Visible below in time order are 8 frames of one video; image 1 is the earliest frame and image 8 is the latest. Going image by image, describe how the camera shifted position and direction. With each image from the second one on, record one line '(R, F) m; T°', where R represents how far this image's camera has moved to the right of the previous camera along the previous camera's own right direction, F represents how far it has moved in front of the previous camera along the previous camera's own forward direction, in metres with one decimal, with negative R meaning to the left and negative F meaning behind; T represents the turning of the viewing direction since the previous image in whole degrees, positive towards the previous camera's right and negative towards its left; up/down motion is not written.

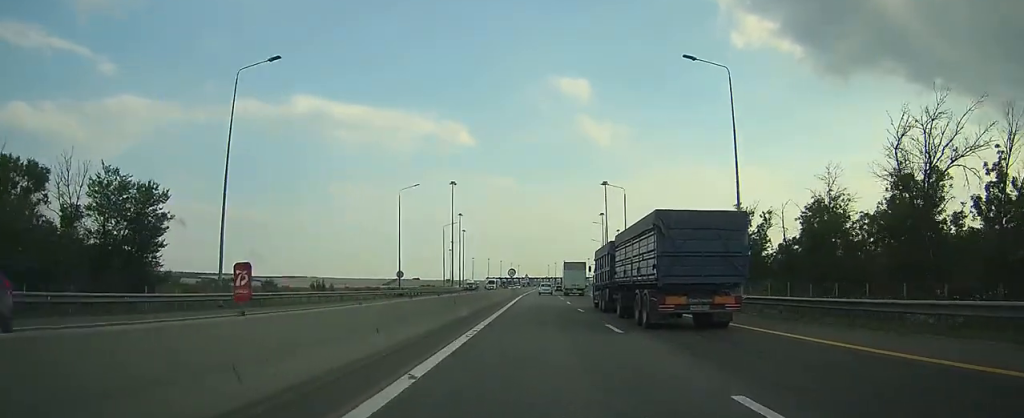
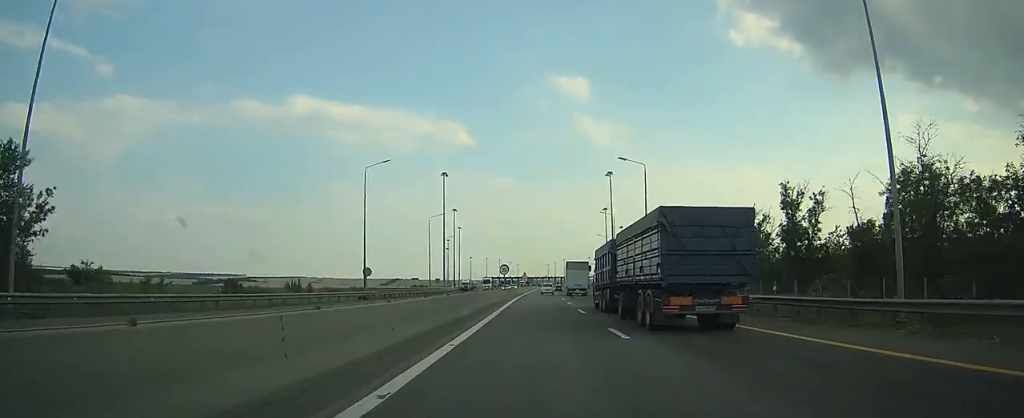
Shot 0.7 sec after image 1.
(0.0, +13.8) m; 0°
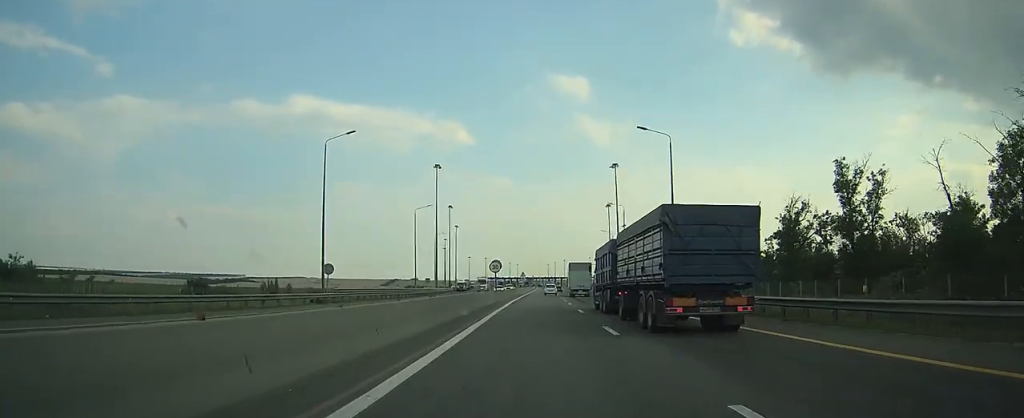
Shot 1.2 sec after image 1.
(0.0, +11.0) m; 0°
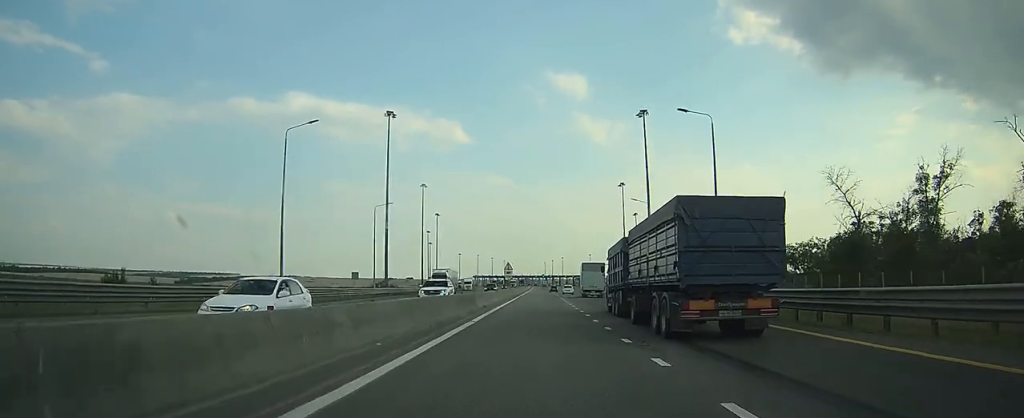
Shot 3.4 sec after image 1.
(+0.2, +44.0) m; +1°
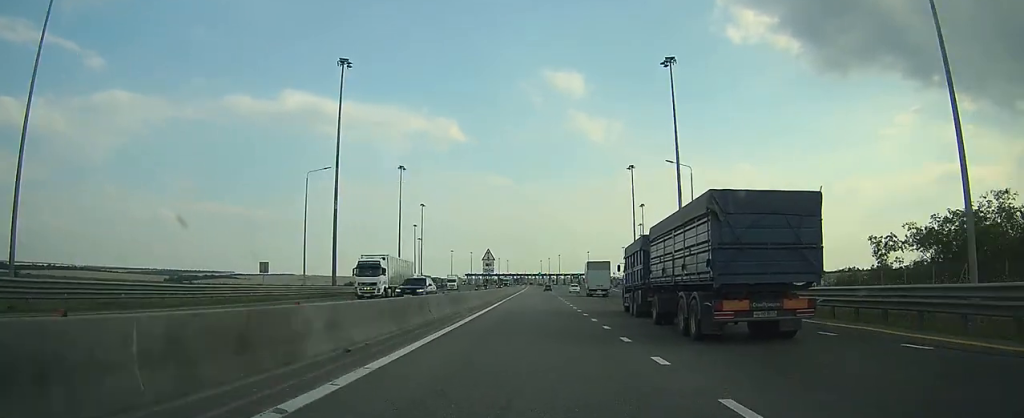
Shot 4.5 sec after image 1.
(0.0, +23.6) m; 0°
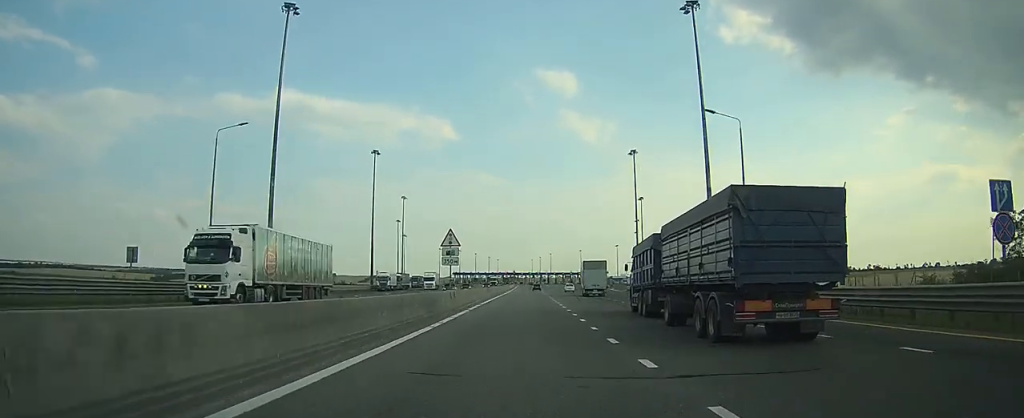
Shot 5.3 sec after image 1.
(0.0, +16.2) m; 0°
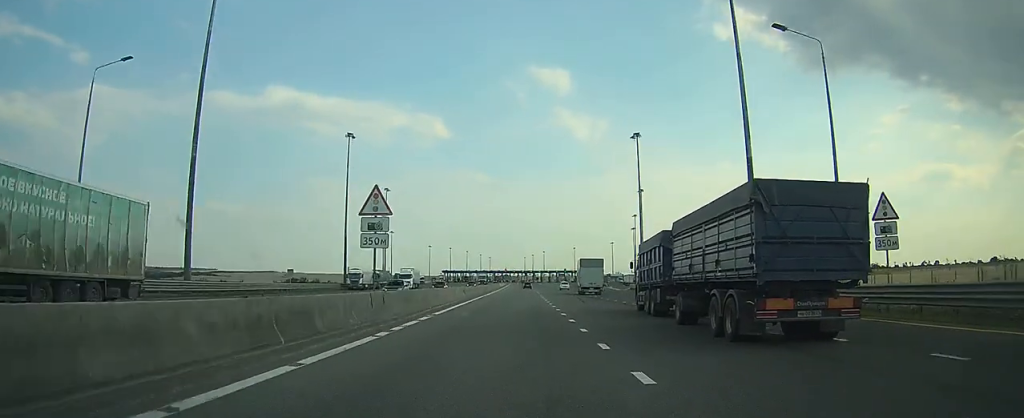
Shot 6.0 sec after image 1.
(+0.1, +13.5) m; 0°
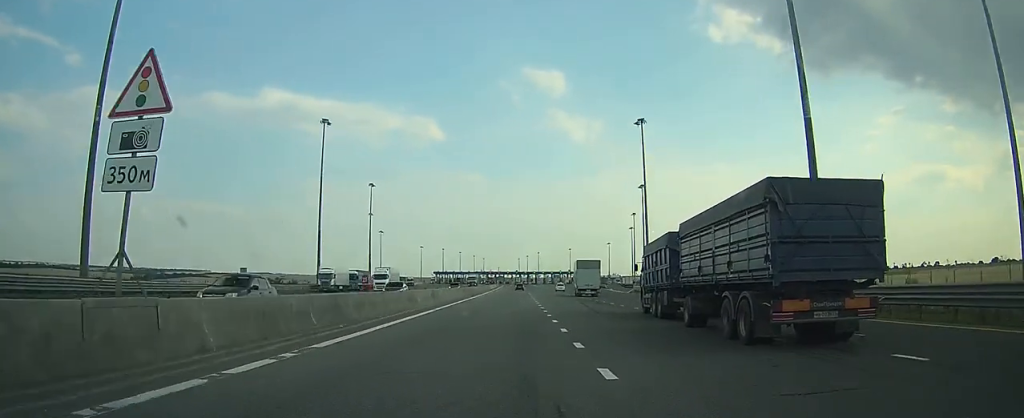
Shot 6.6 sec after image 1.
(+0.1, +11.4) m; 0°
